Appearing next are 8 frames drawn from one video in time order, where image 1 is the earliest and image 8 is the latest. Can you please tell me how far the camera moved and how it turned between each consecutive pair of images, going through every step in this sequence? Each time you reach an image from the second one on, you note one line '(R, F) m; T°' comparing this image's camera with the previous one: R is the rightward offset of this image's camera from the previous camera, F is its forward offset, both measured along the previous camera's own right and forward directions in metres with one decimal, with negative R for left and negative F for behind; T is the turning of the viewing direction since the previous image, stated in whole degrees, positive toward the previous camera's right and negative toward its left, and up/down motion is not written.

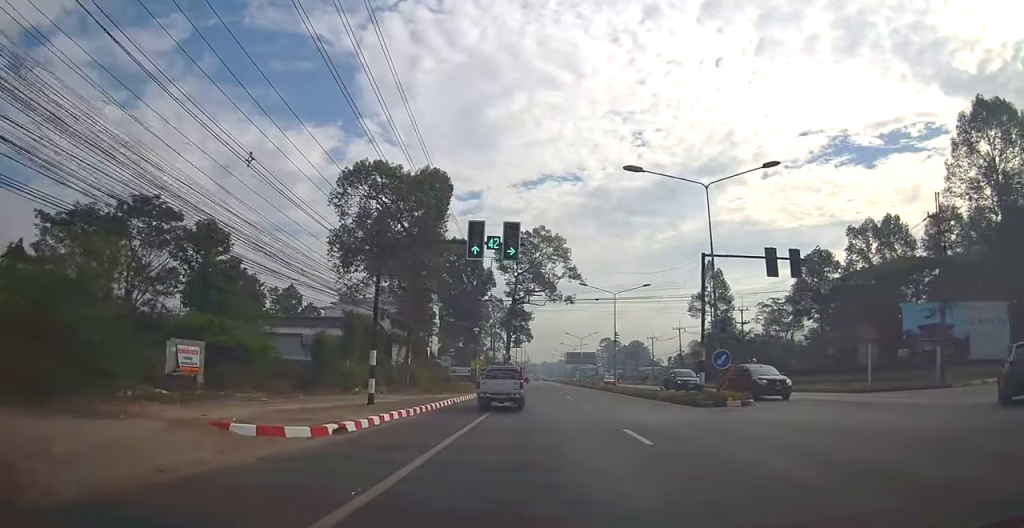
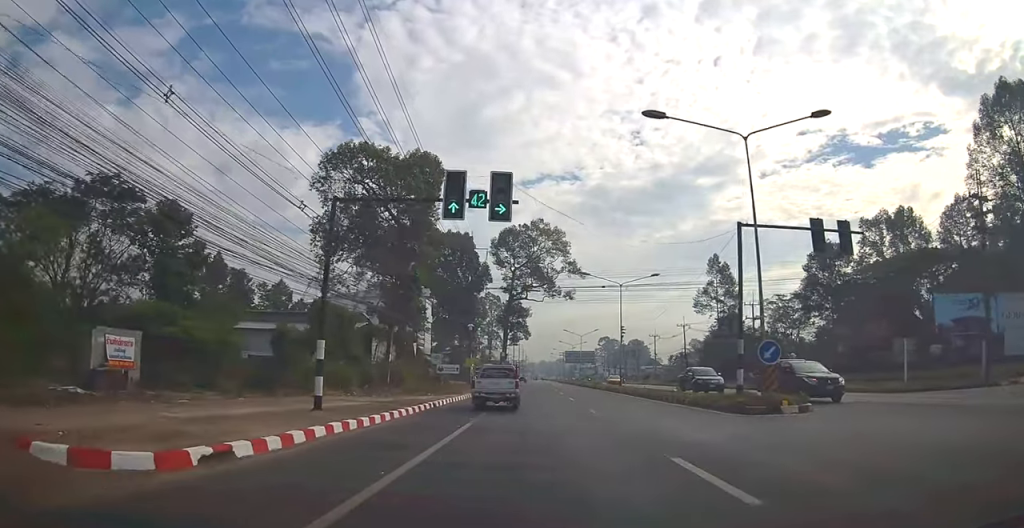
(0.0, +5.0) m; 0°
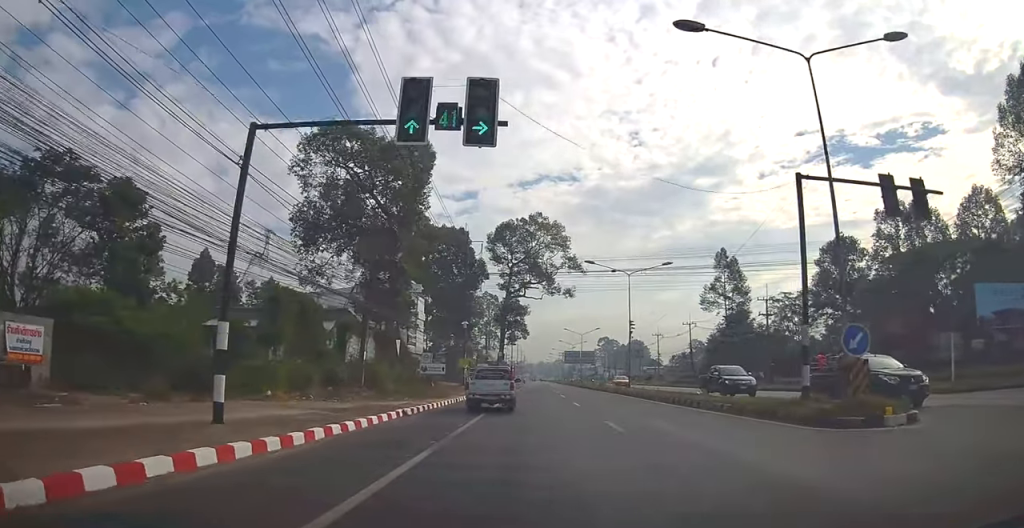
(0.0, +5.2) m; -1°
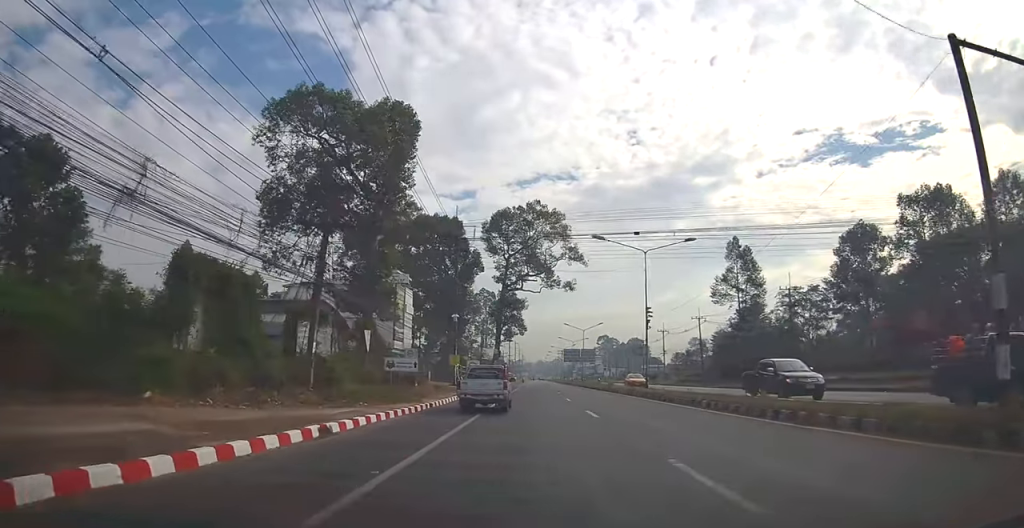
(0.0, +7.2) m; -1°
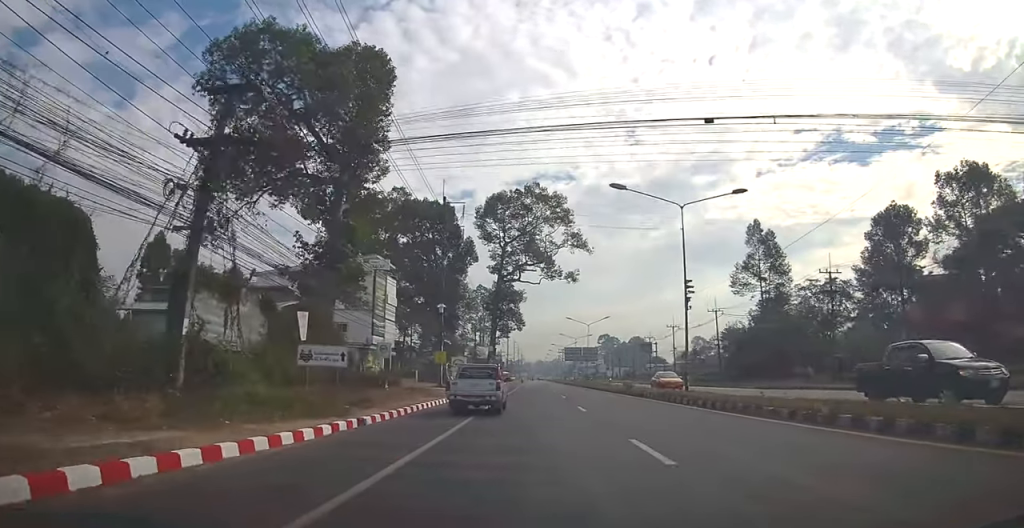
(-0.1, +9.8) m; +1°
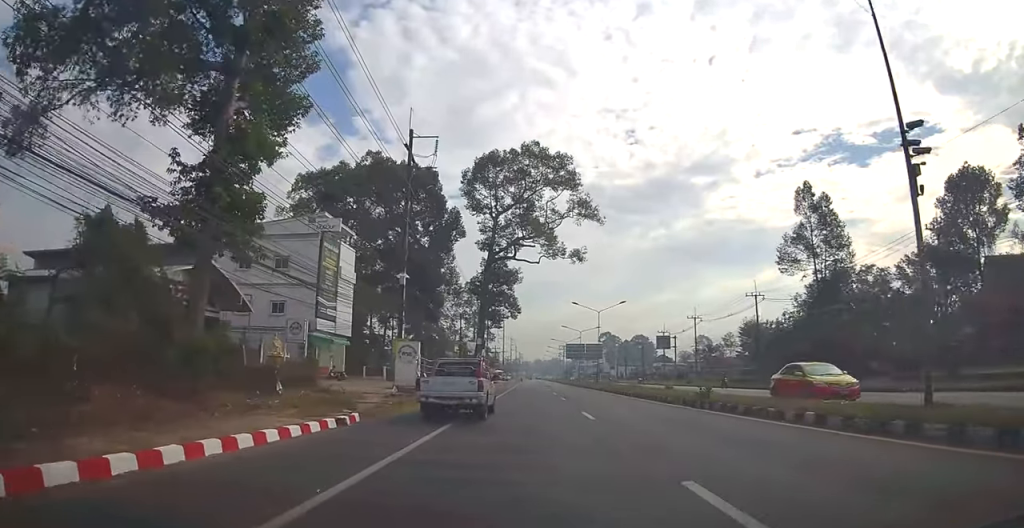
(+0.4, +16.8) m; 0°
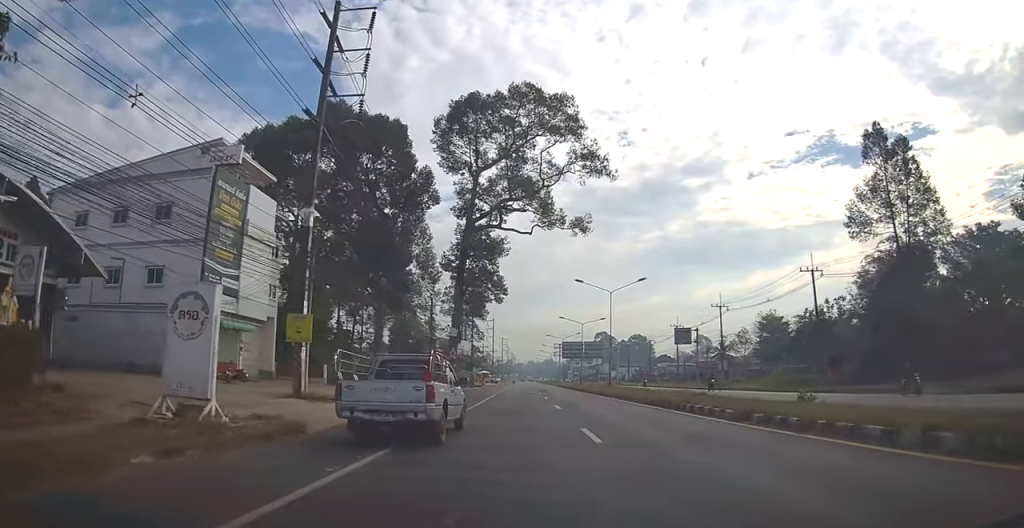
(-0.4, +17.3) m; 0°
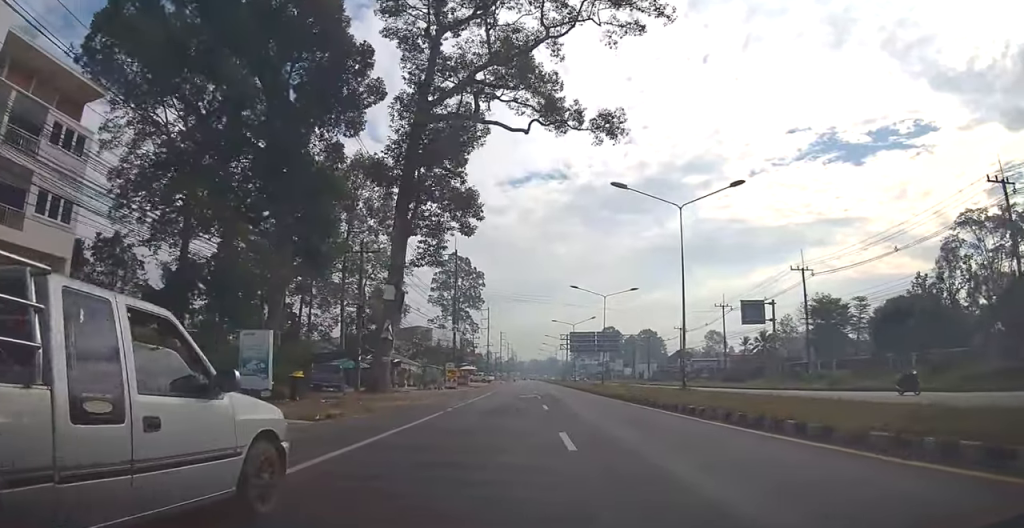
(+0.2, +25.7) m; 0°
